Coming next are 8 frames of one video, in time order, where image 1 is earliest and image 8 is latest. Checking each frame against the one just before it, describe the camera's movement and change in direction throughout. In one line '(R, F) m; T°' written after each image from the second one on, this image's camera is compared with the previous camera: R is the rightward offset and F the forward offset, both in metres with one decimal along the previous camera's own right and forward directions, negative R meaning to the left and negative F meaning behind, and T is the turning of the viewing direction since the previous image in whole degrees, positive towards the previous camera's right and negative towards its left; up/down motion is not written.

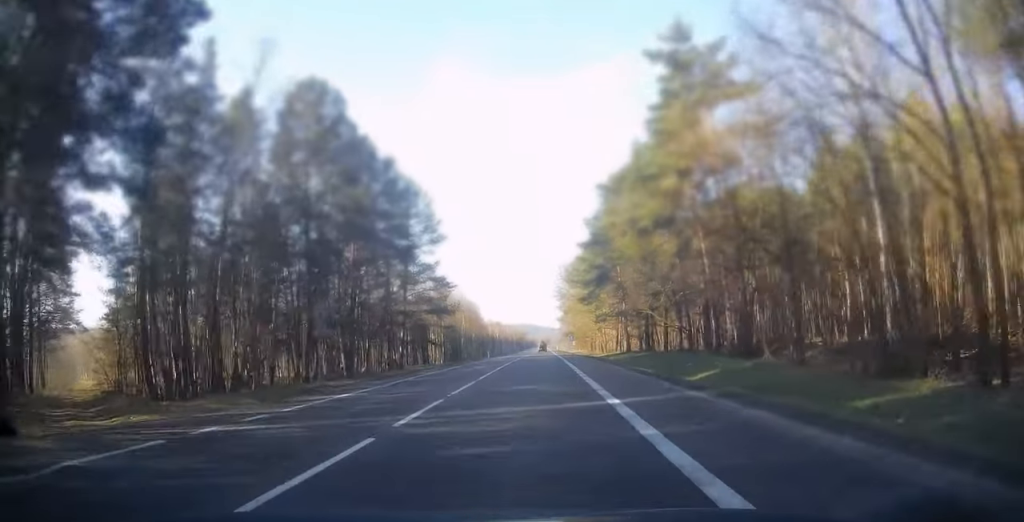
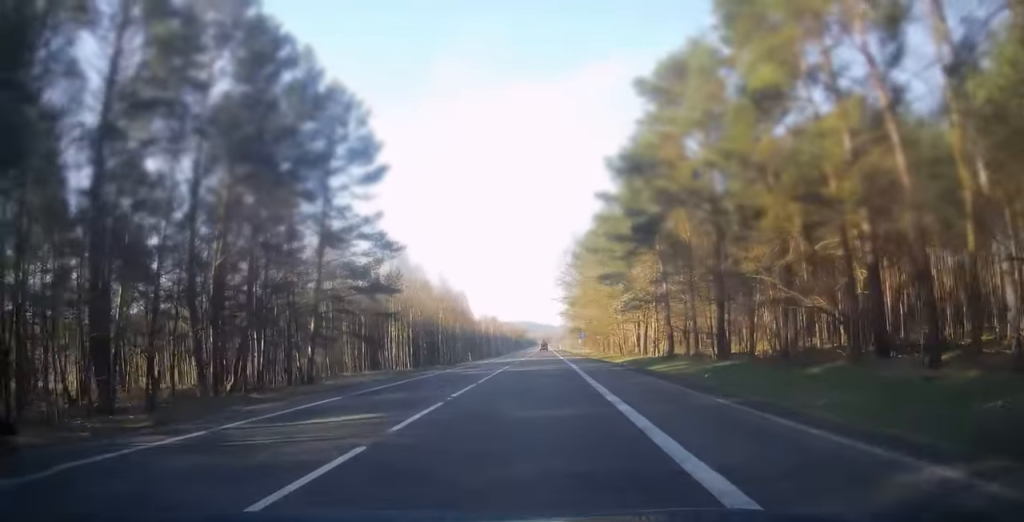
(0.0, +24.9) m; 0°
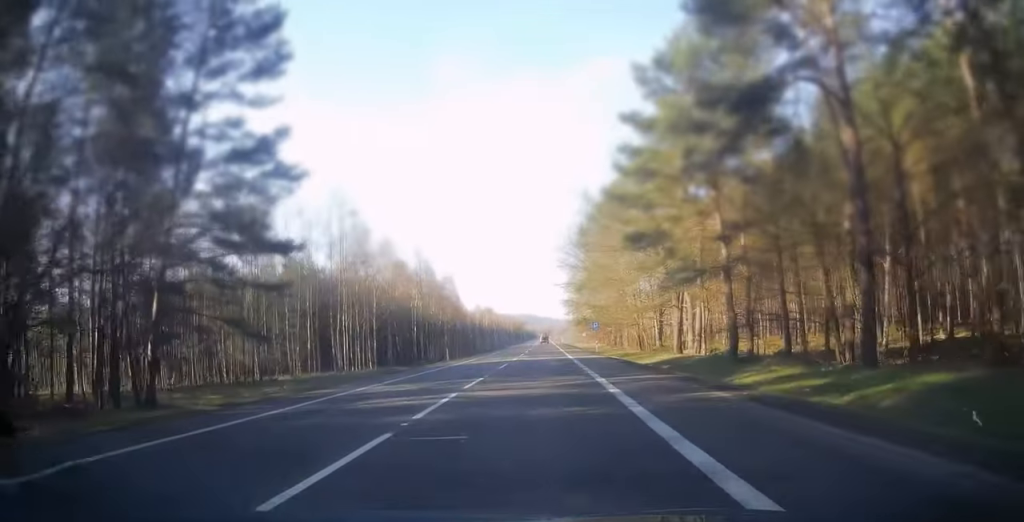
(-0.1, +16.9) m; 0°
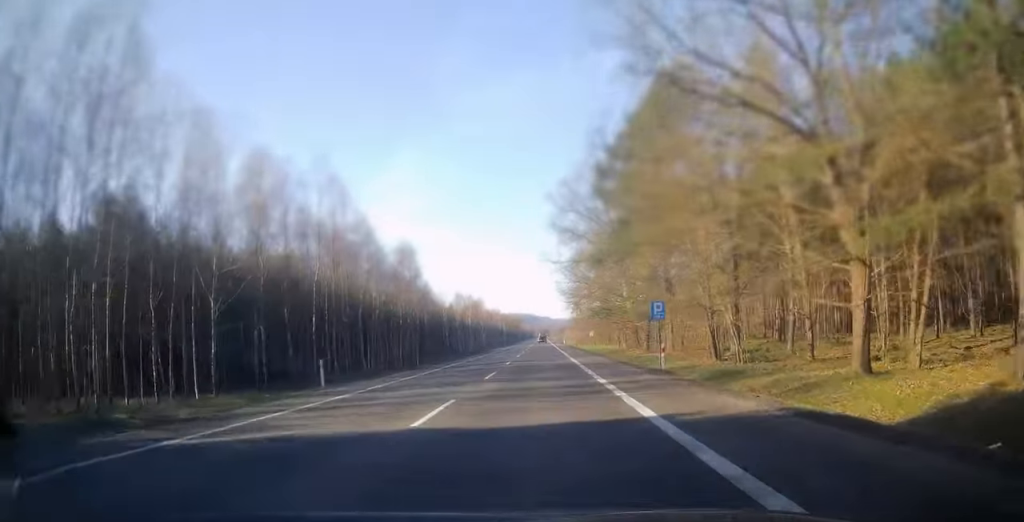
(+0.1, +30.6) m; 0°
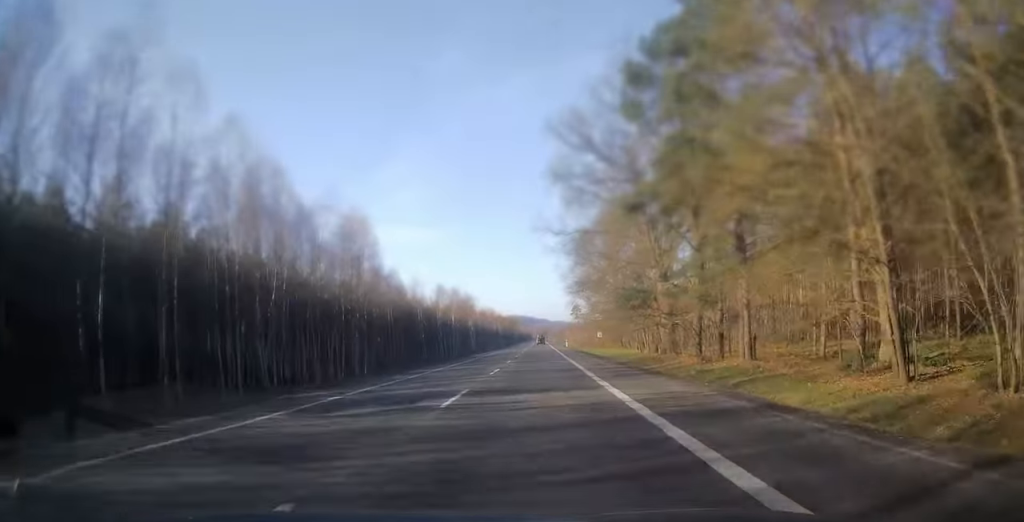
(-0.1, +20.8) m; 0°
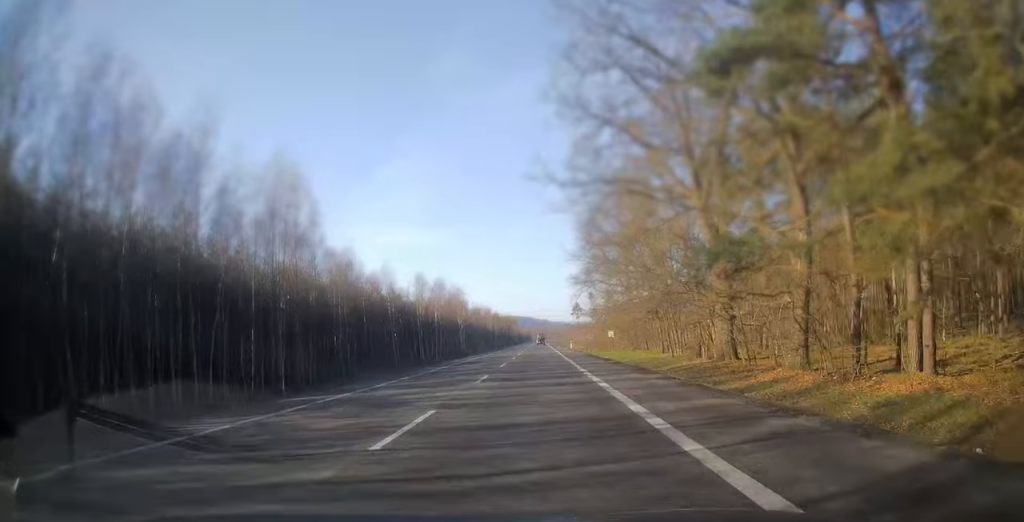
(+0.1, +16.9) m; 0°
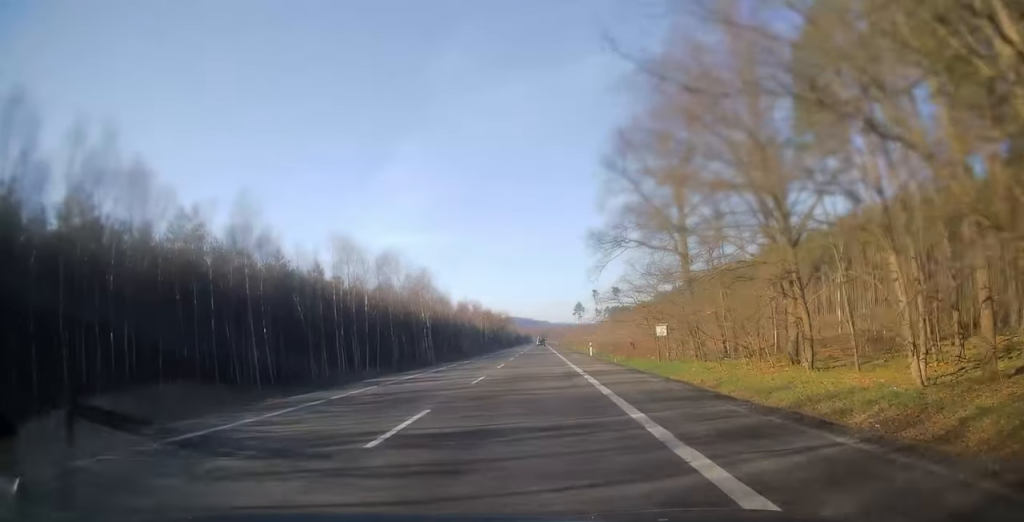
(0.0, +35.3) m; 0°
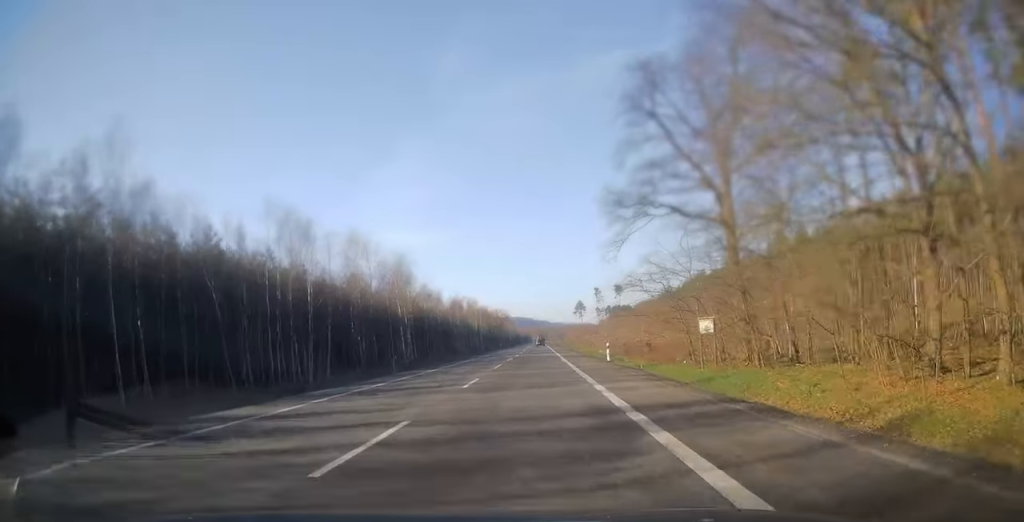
(0.0, +13.4) m; 0°
